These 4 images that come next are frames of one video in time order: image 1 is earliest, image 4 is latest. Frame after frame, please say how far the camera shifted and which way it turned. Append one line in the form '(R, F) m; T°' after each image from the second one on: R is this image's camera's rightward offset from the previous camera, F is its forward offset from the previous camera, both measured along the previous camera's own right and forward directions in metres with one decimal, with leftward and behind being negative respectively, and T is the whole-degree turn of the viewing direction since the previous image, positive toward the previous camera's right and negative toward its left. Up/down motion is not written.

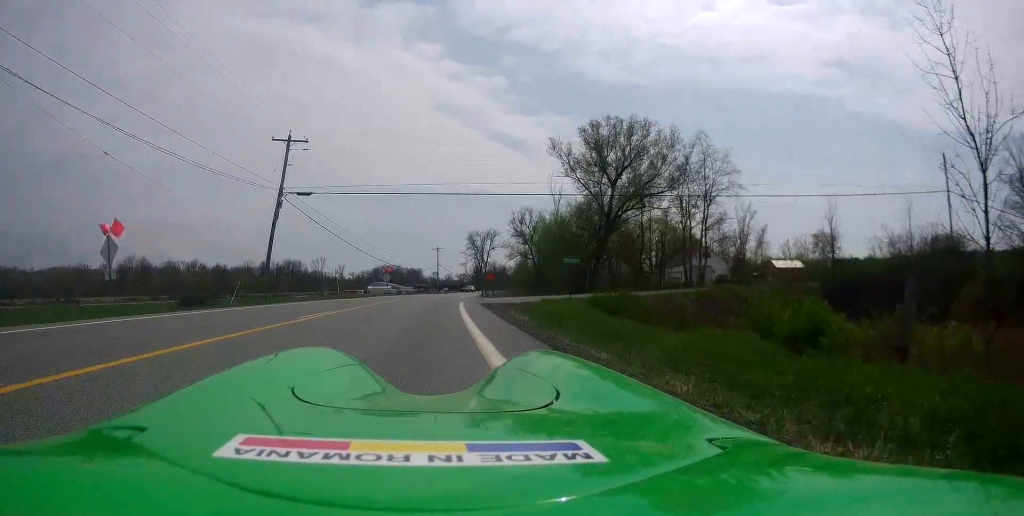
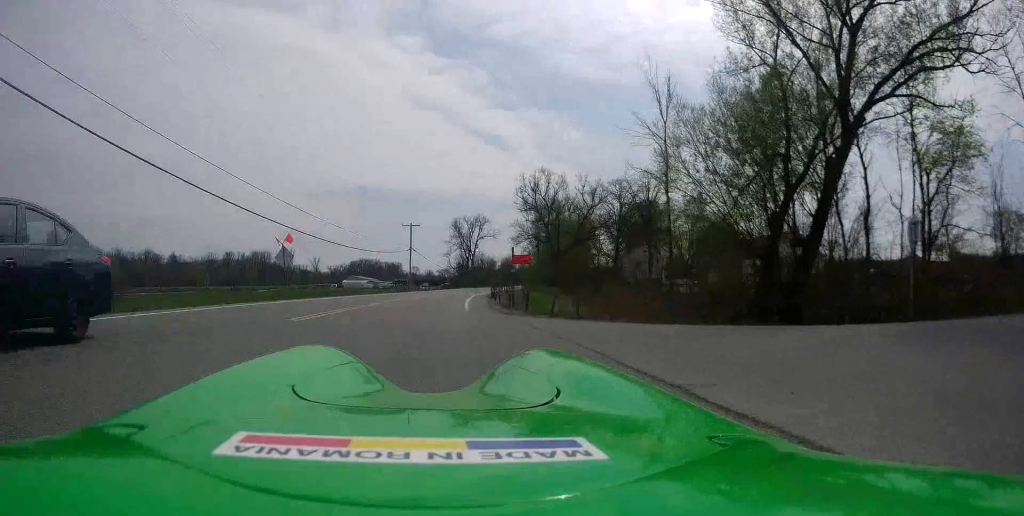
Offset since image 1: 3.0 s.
(+2.9, +37.8) m; +4°
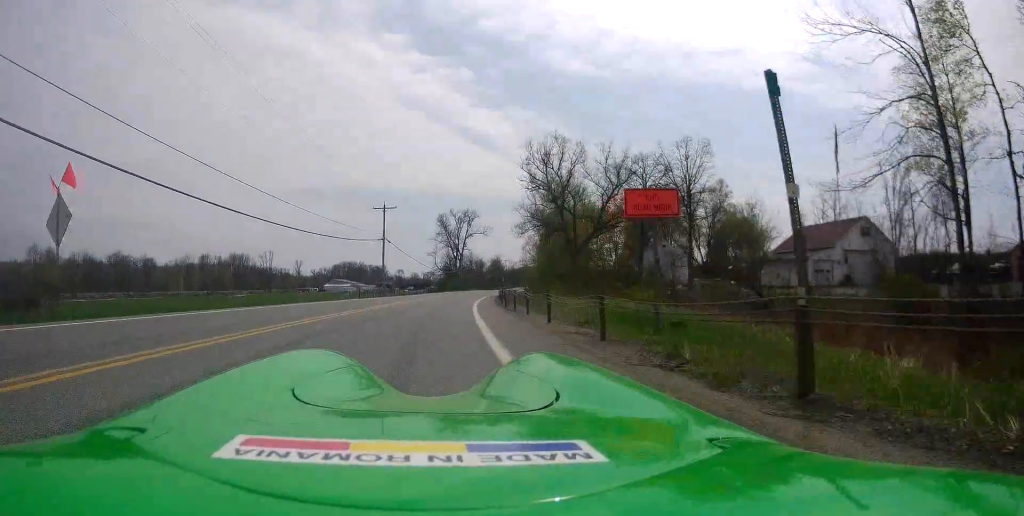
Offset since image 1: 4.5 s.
(+0.1, +19.0) m; +1°
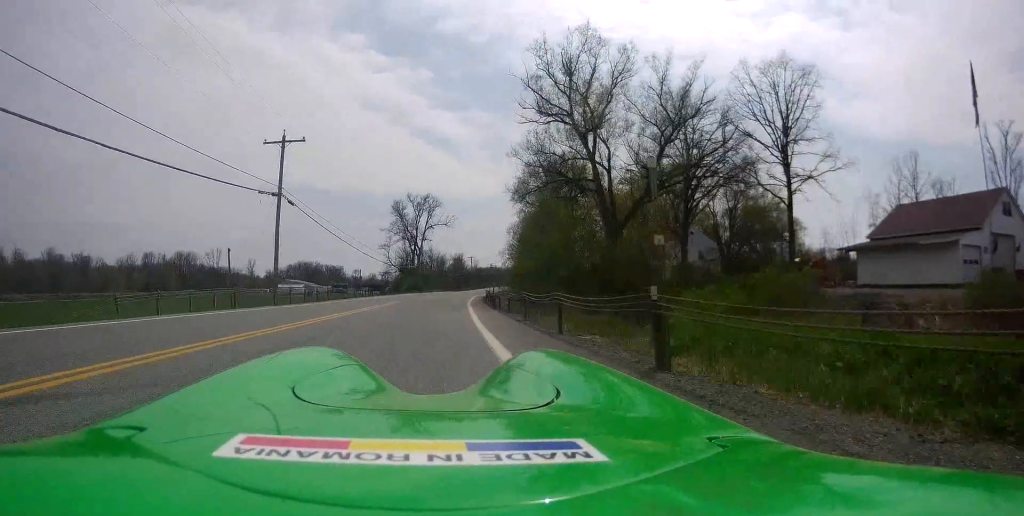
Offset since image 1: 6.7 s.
(+0.6, +26.9) m; +3°
